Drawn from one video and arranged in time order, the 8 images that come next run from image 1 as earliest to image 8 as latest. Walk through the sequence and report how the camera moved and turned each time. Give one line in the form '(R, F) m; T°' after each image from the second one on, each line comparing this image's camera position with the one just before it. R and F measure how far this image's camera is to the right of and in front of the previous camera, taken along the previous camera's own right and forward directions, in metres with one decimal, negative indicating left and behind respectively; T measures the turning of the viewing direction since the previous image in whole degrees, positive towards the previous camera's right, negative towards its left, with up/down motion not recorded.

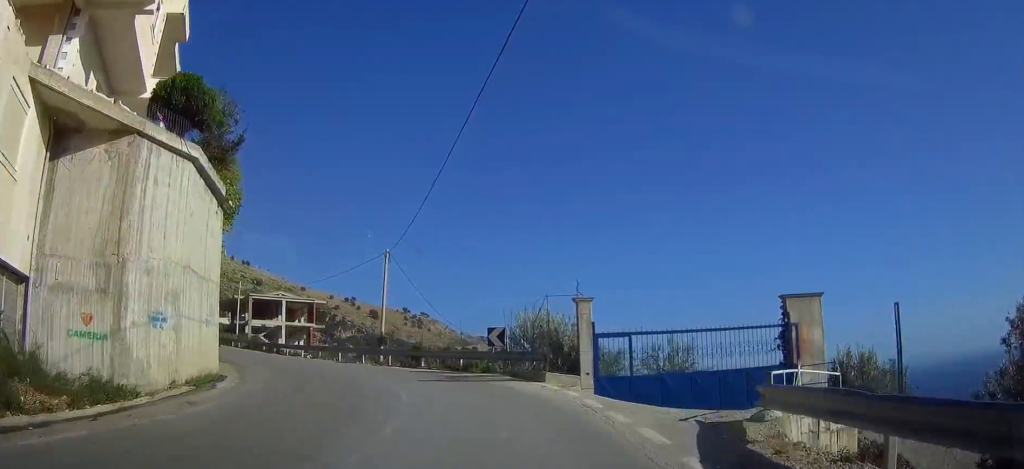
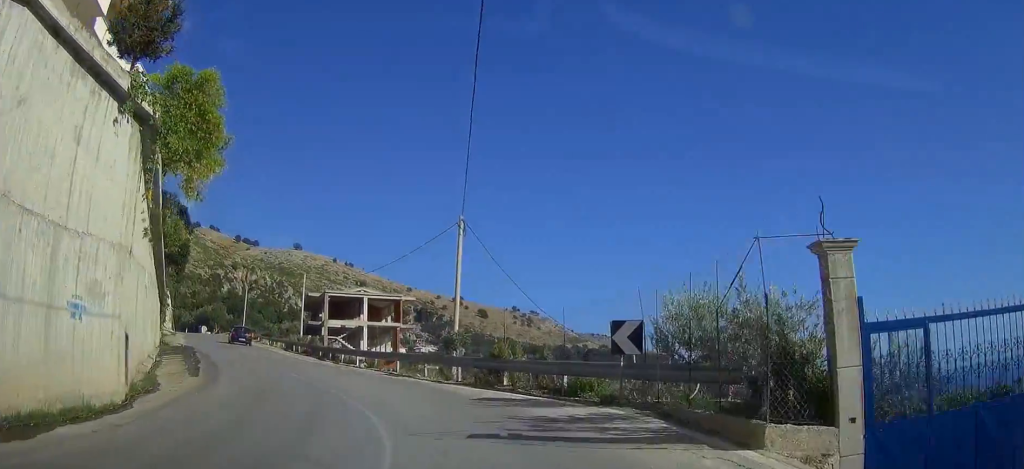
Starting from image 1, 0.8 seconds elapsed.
(-1.6, +10.0) m; -8°
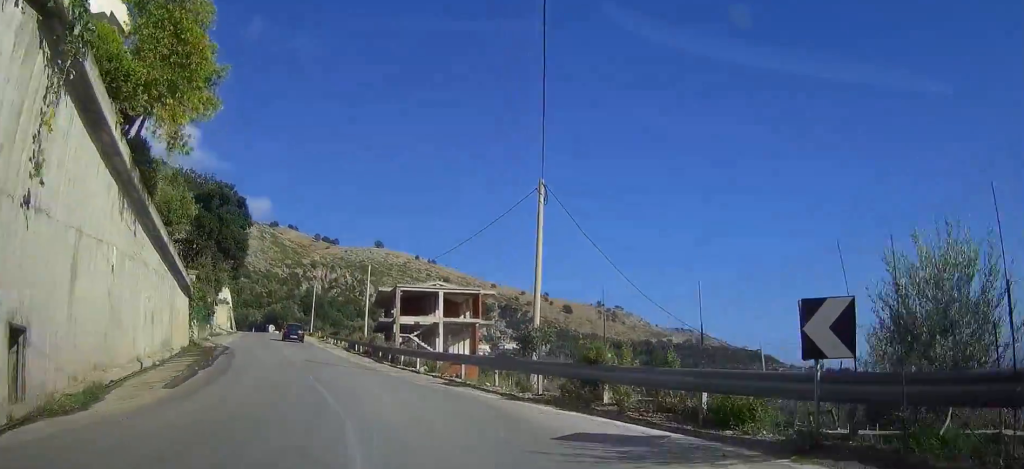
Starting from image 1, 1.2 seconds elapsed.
(-0.3, +5.5) m; -3°
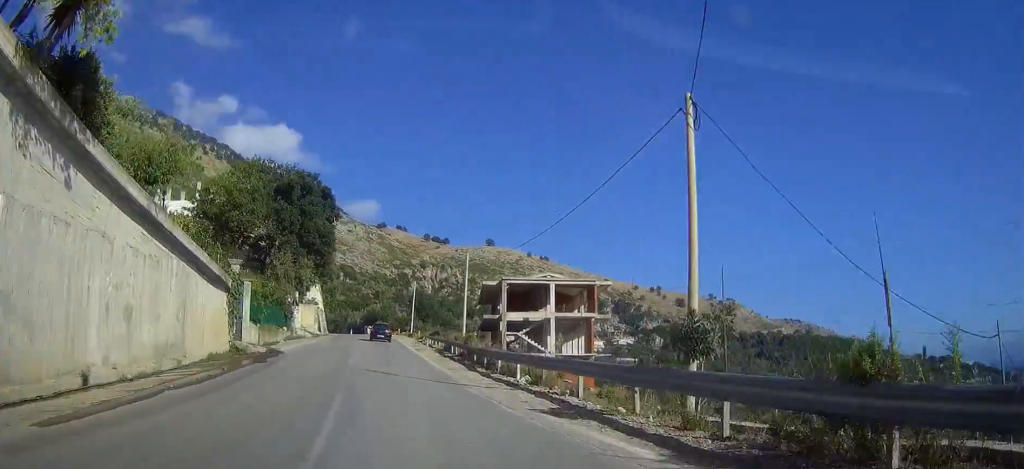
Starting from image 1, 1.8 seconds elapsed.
(0.0, +6.8) m; 0°
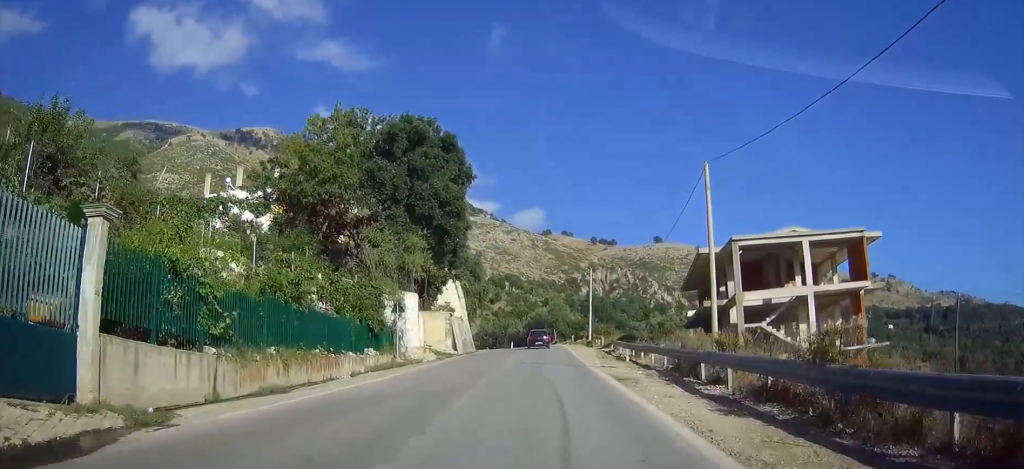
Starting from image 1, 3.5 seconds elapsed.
(-1.6, +22.5) m; -11°
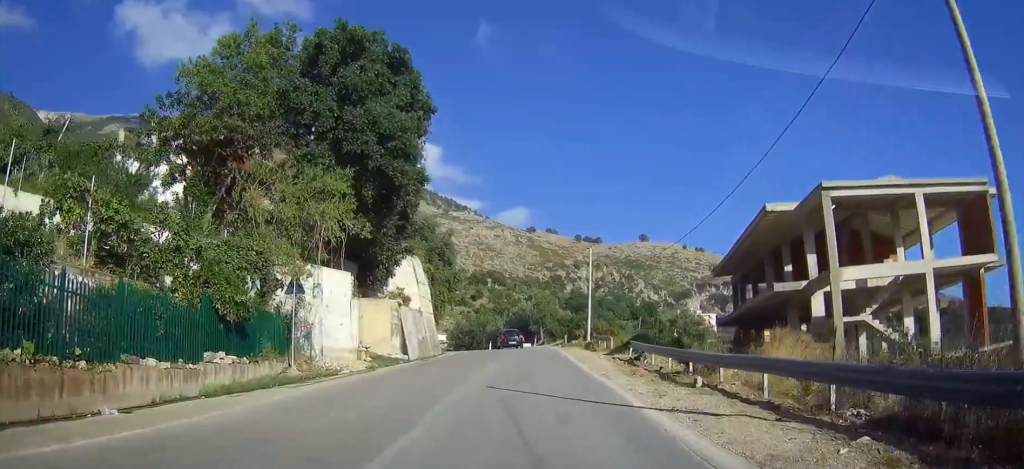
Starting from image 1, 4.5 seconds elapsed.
(-1.1, +13.8) m; -5°
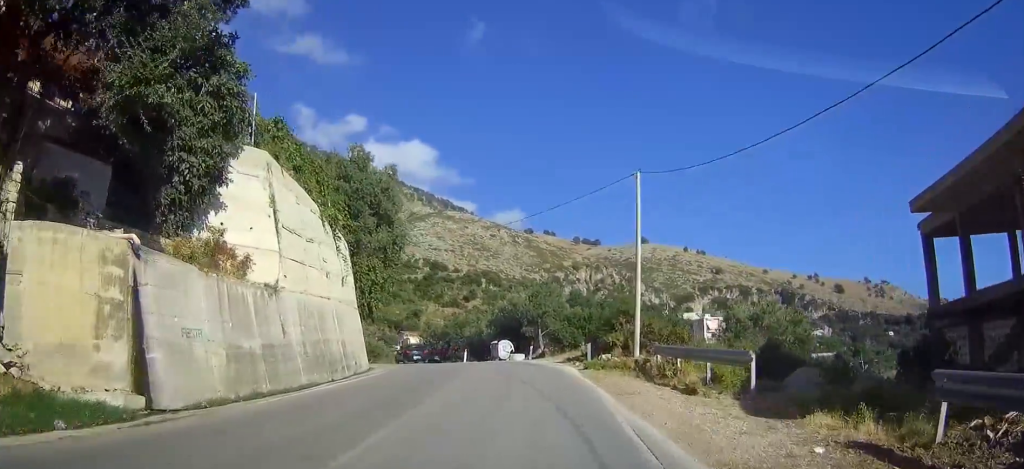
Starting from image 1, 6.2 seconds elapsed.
(0.0, +23.8) m; 0°
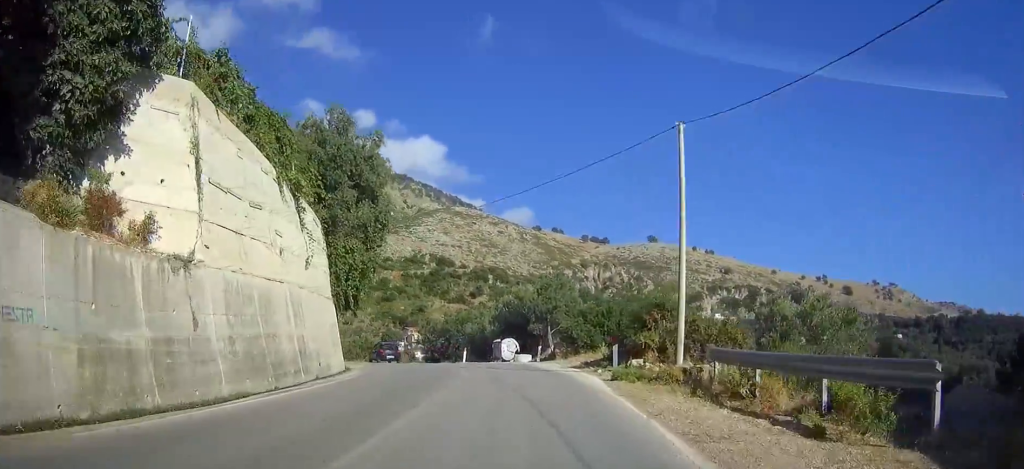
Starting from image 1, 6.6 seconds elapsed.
(0.0, +5.9) m; -1°
